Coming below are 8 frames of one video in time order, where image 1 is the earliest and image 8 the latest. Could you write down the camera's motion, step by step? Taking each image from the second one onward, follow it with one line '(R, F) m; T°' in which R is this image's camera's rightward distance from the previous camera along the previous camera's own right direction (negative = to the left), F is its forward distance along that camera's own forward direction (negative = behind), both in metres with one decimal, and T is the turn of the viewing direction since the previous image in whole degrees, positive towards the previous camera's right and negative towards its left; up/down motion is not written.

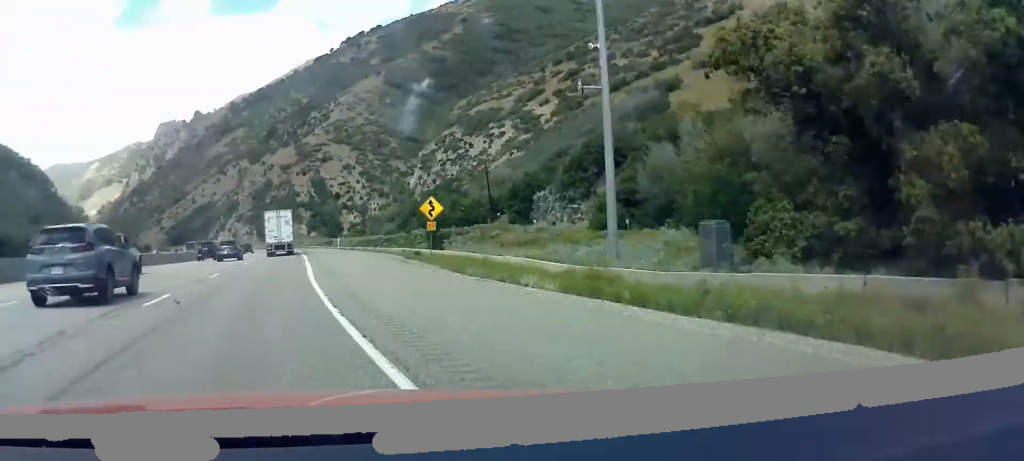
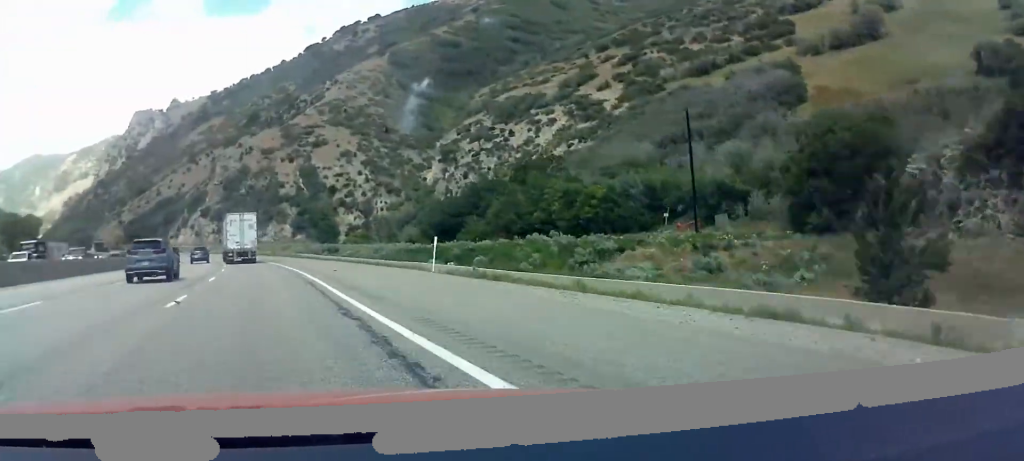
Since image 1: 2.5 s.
(+1.3, +60.0) m; 0°
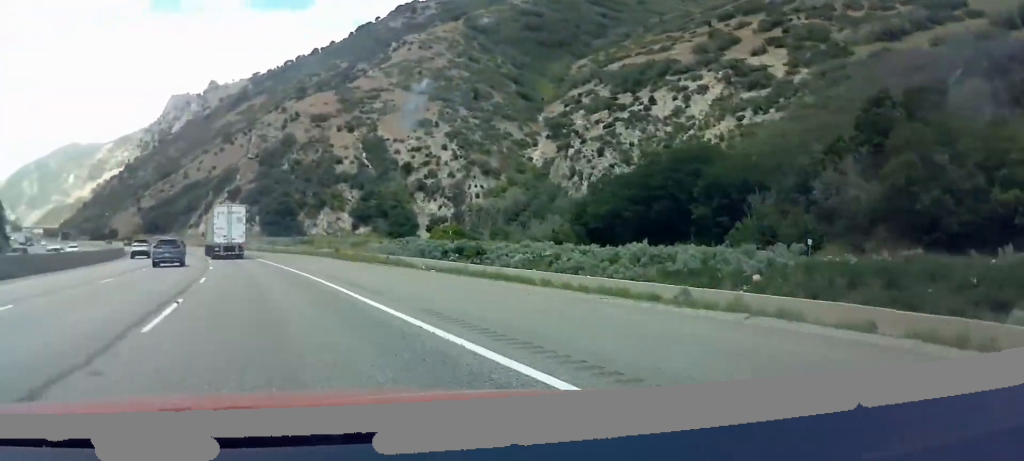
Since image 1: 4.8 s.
(+1.5, +53.1) m; -3°
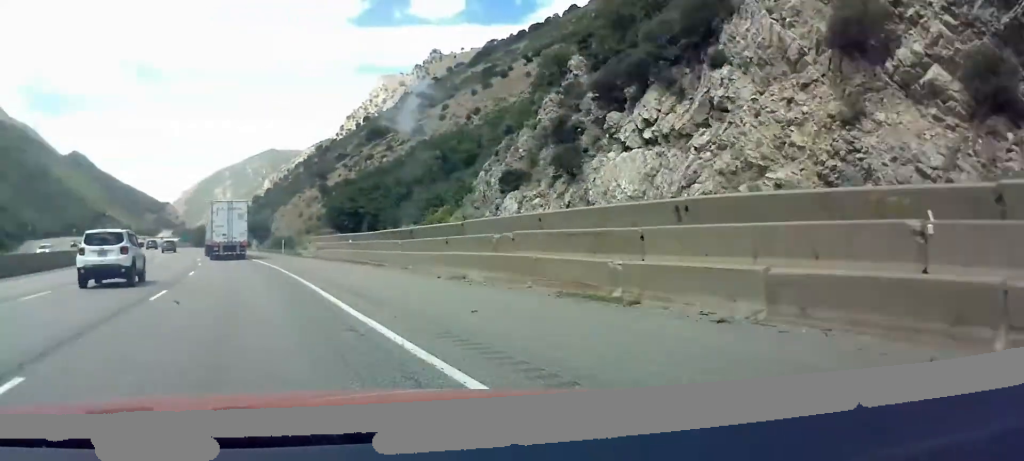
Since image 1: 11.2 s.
(-21.2, +144.2) m; -17°
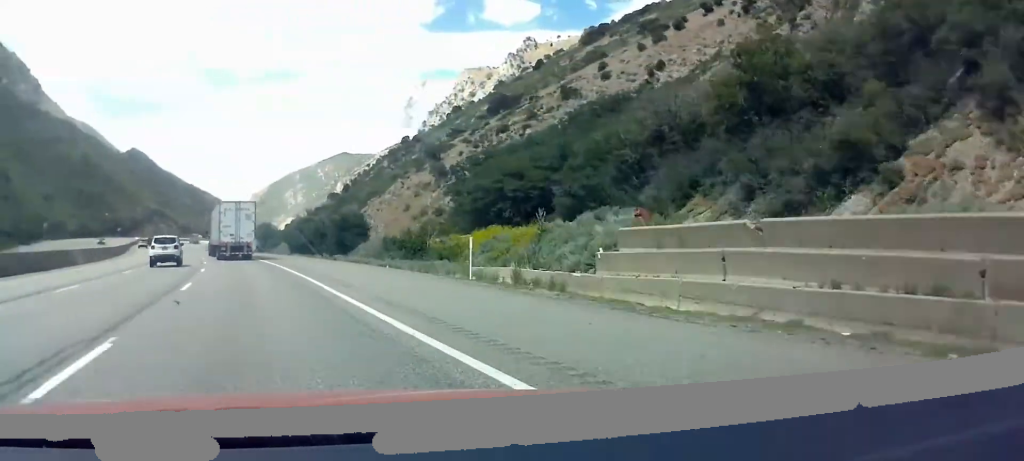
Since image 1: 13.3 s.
(-1.1, +48.2) m; -6°
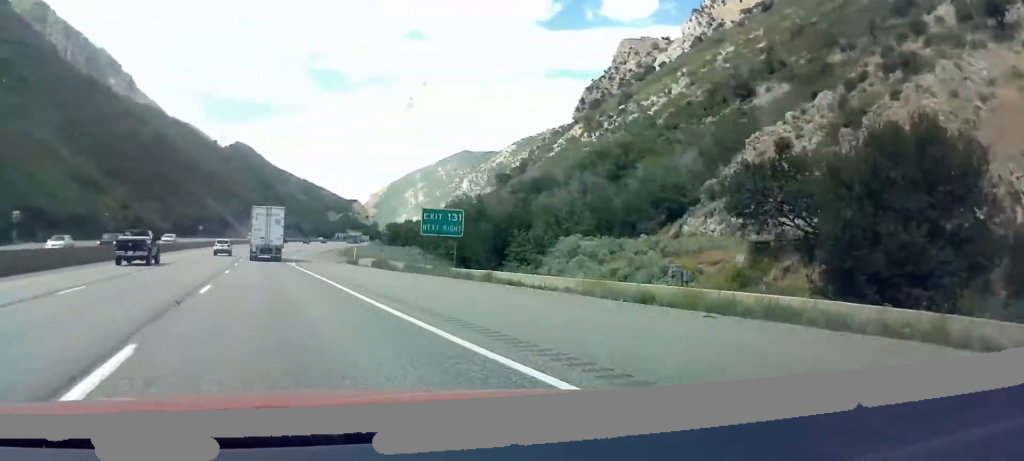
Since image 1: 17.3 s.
(-8.4, +89.7) m; -5°
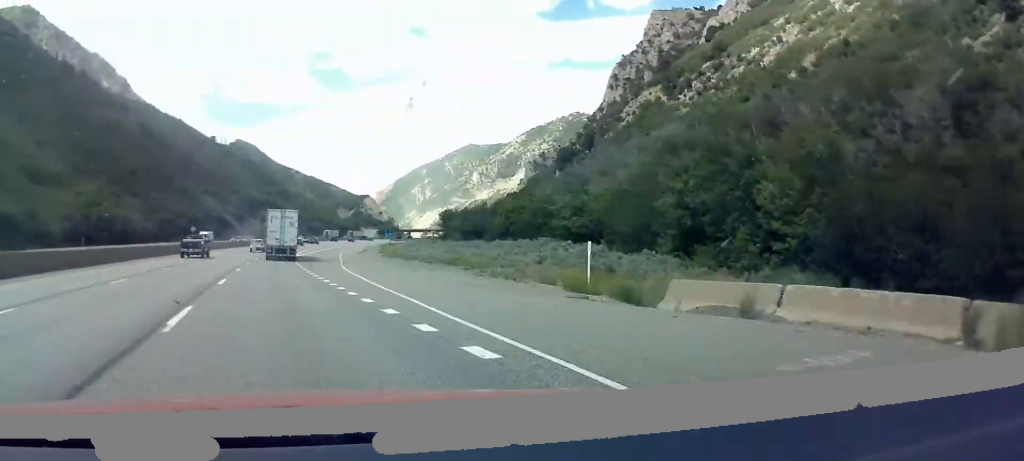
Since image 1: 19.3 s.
(-0.2, +45.6) m; +1°
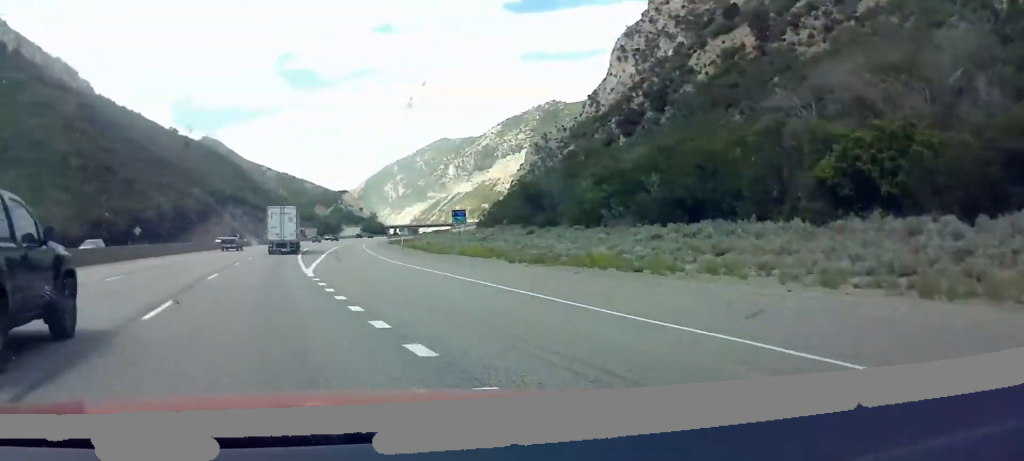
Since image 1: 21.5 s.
(-0.3, +49.0) m; +2°
